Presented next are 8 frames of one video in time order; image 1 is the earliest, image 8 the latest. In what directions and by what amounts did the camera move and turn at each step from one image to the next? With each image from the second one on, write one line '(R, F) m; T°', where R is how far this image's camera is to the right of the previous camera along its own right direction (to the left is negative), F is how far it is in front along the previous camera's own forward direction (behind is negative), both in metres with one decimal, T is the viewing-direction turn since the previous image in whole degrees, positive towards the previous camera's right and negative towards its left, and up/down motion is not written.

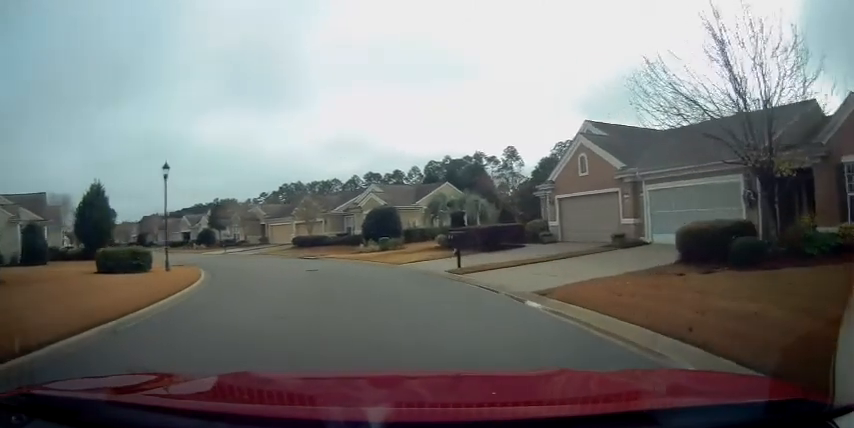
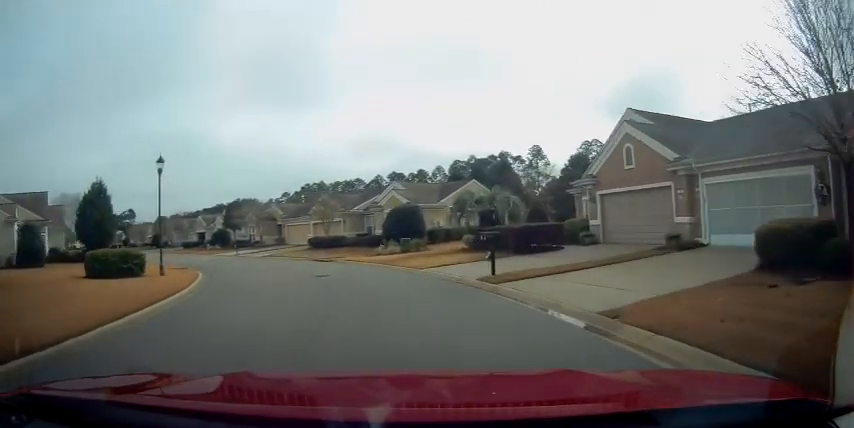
(-0.1, +2.7) m; -2°
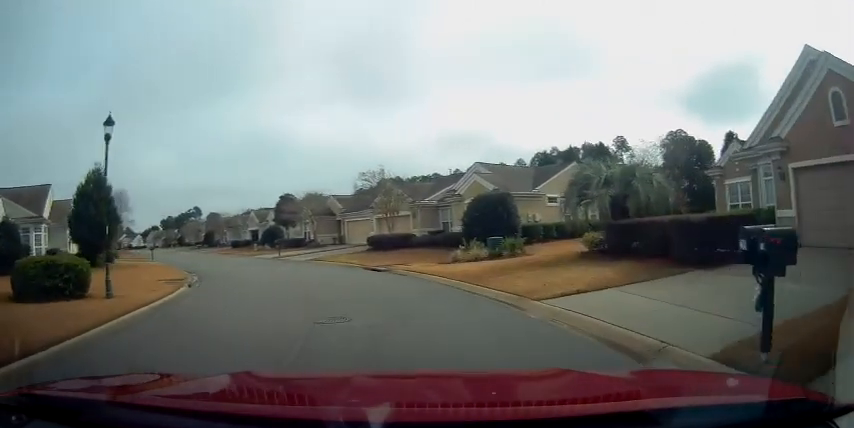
(-0.4, +8.9) m; -11°
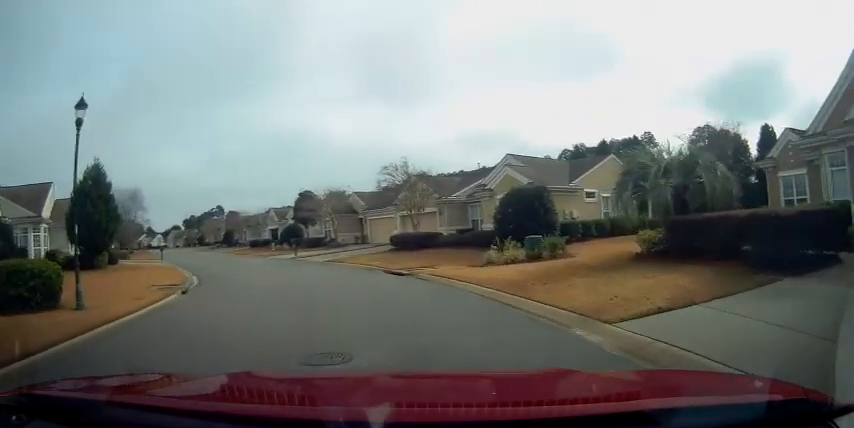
(+0.1, +2.6) m; -6°
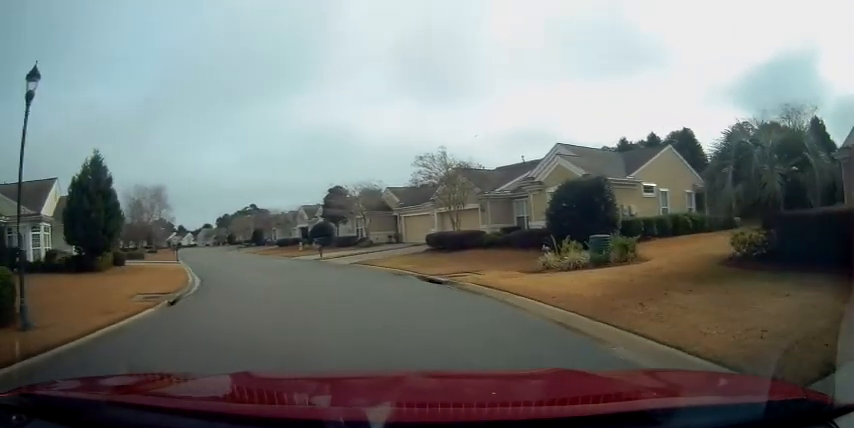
(-0.4, +3.3) m; -6°
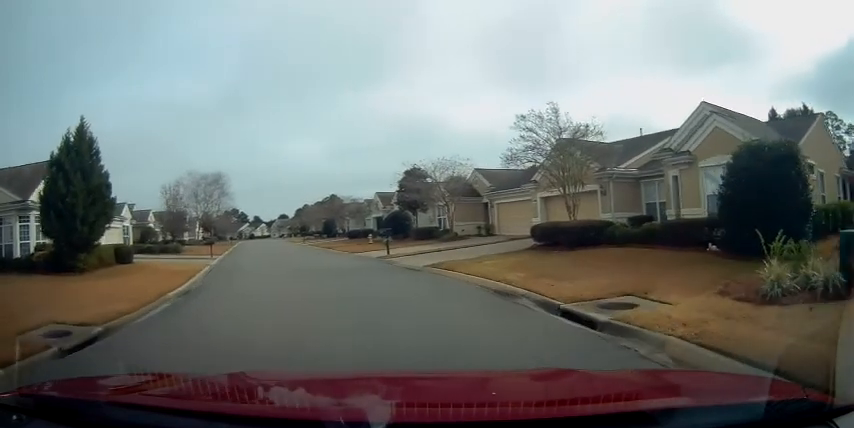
(-0.7, +7.8) m; -5°
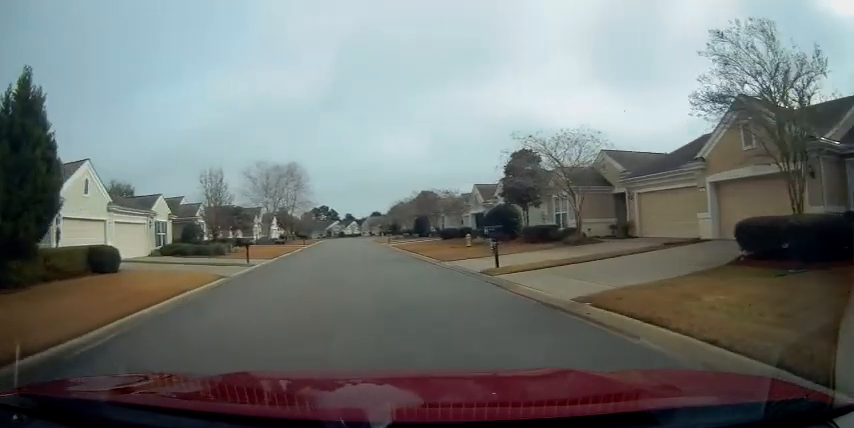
(0.0, +8.9) m; -3°
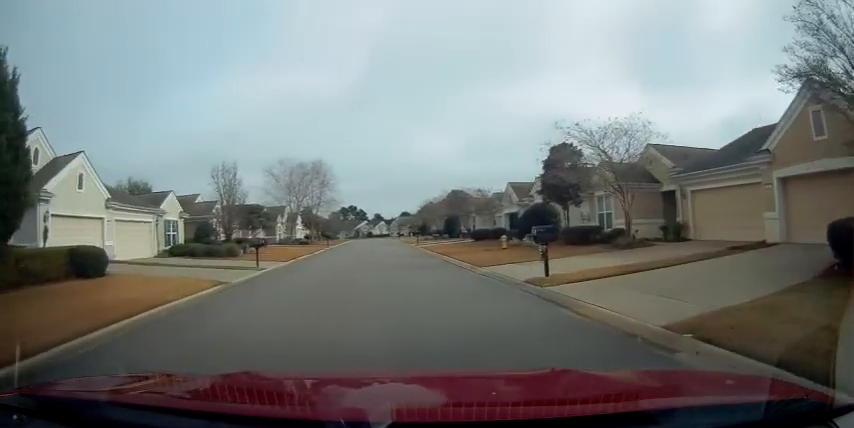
(+0.1, +2.6) m; -5°
